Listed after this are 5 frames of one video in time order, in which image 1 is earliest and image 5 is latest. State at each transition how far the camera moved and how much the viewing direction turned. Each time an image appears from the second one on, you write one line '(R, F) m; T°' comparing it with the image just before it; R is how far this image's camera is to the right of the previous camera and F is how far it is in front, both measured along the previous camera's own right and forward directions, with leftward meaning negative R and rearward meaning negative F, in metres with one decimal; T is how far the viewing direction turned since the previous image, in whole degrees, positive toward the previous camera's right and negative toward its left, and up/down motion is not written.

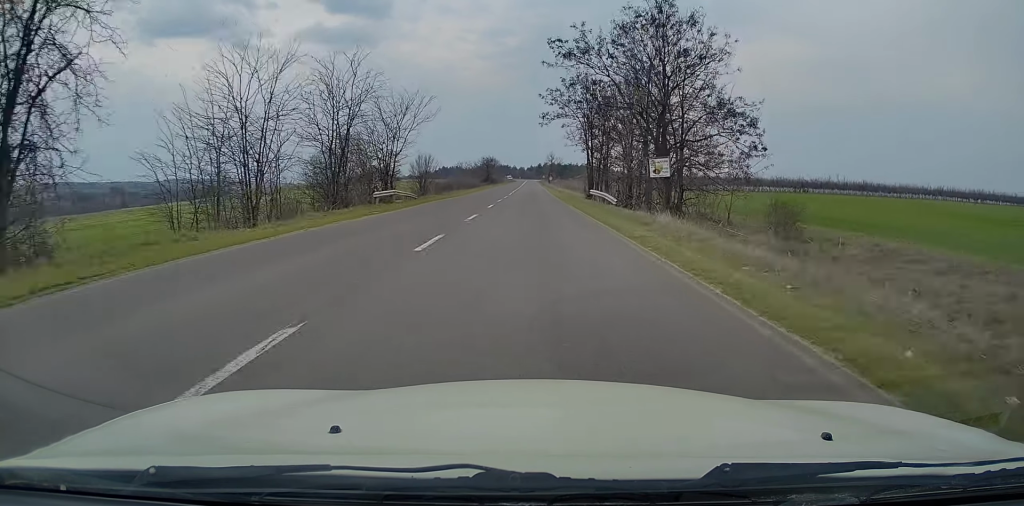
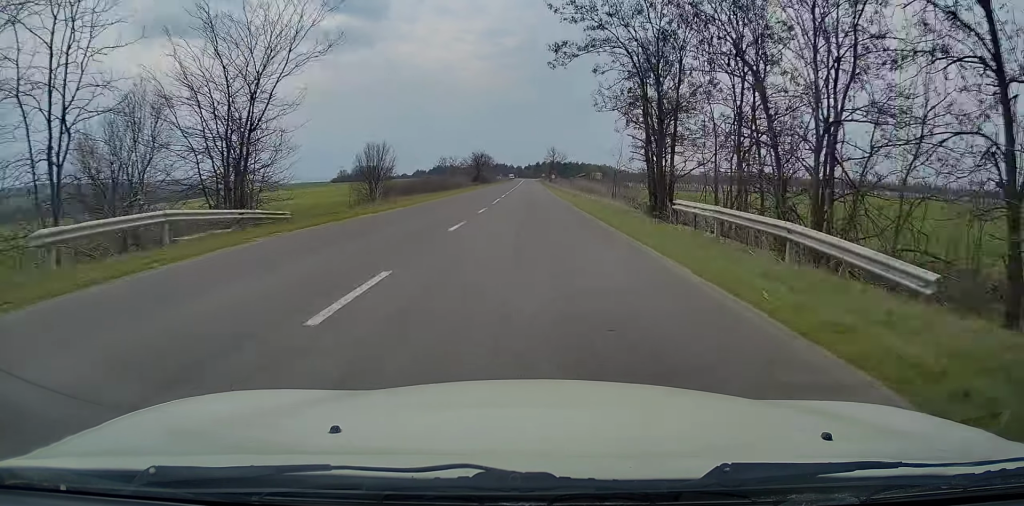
(0.0, +24.1) m; 0°
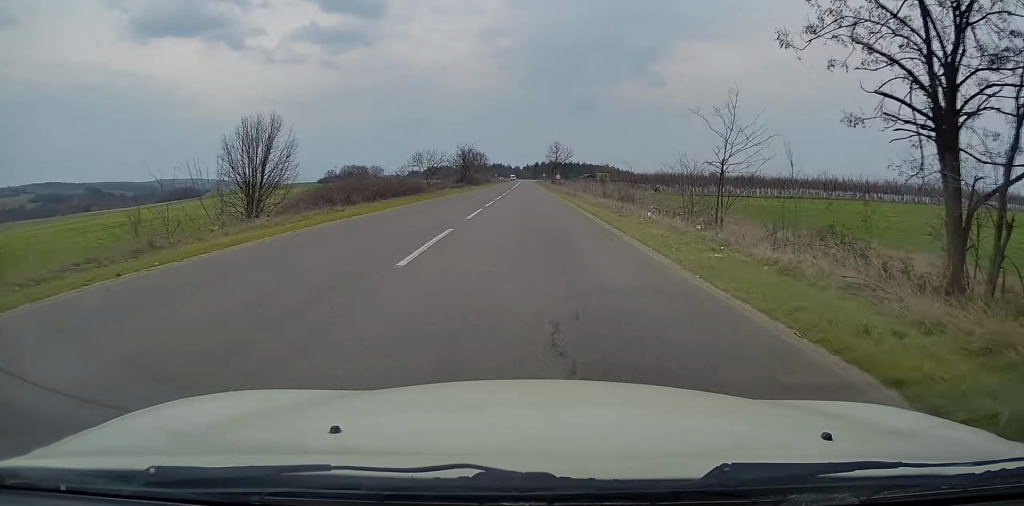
(-0.1, +24.2) m; 0°
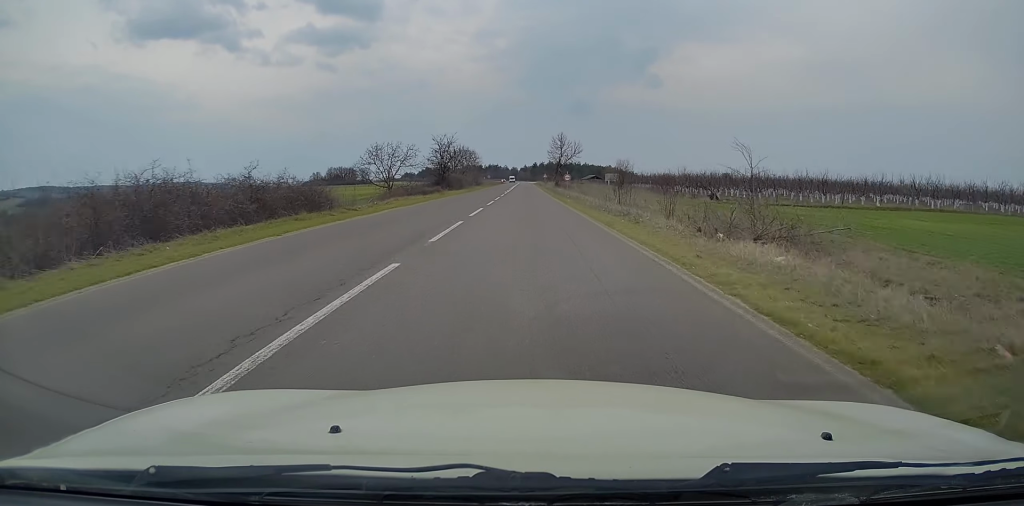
(+0.2, +24.4) m; 0°
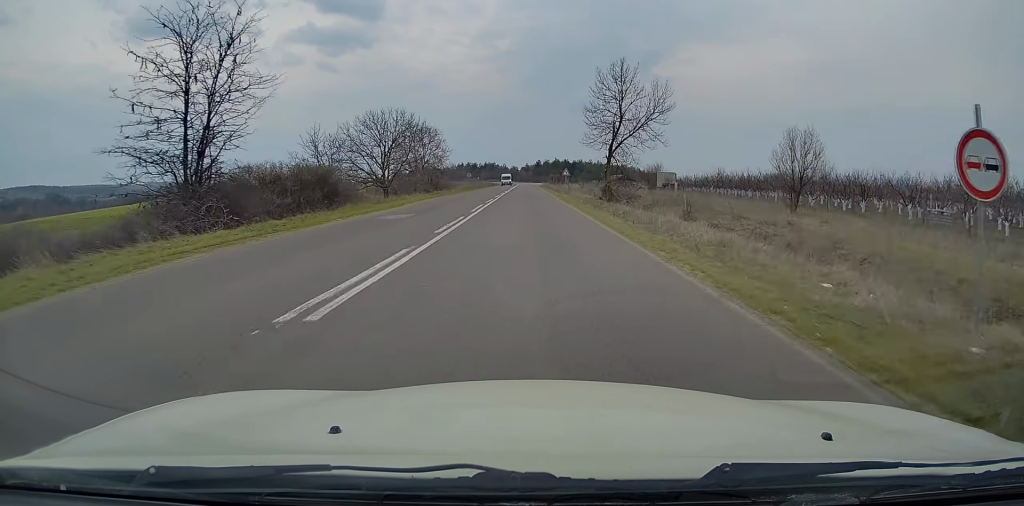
(+0.2, +61.6) m; 0°
